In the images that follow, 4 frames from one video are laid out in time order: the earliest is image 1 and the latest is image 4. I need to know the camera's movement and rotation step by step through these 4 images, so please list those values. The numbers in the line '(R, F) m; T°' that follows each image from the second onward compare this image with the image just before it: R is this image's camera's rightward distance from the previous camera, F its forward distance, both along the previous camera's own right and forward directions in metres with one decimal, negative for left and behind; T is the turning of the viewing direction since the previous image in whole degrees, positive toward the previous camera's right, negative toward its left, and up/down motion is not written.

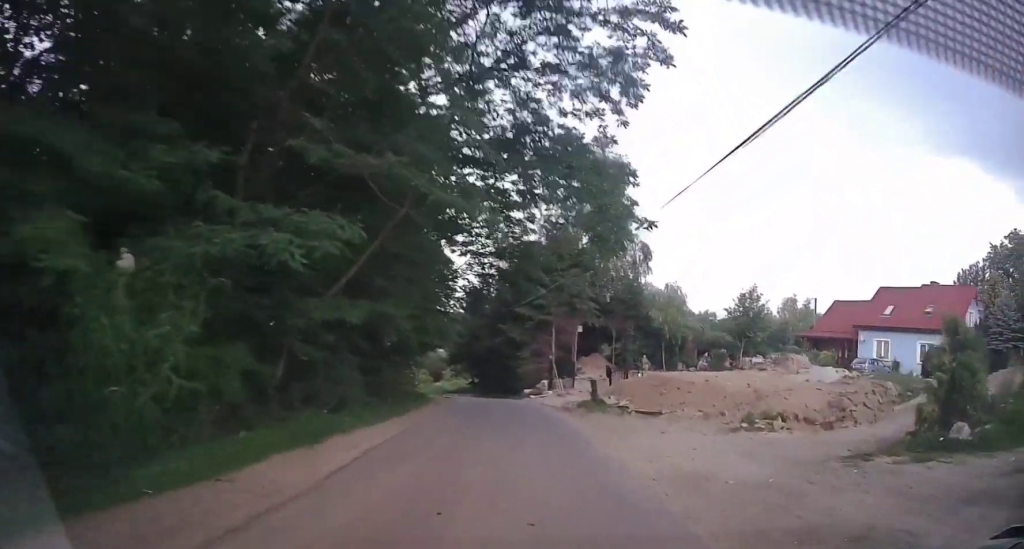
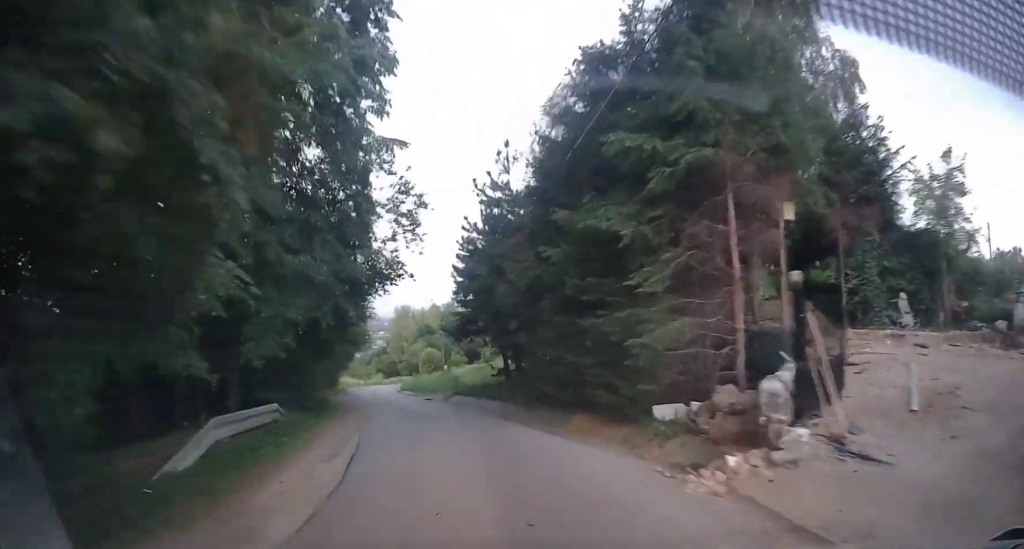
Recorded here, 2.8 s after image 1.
(-0.2, +25.4) m; -4°
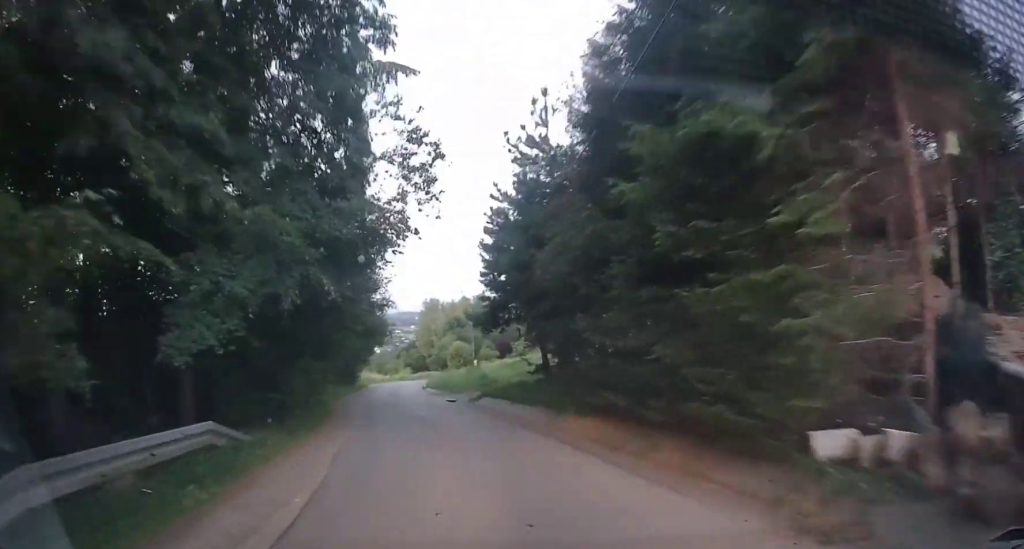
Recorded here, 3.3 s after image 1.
(+0.2, +4.8) m; -2°
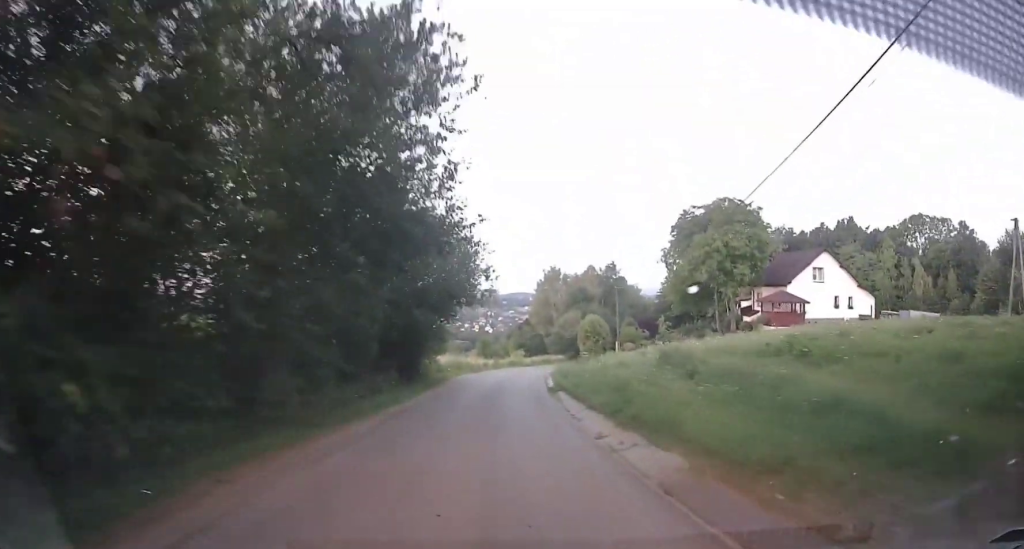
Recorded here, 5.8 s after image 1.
(-3.0, +24.7) m; -12°
